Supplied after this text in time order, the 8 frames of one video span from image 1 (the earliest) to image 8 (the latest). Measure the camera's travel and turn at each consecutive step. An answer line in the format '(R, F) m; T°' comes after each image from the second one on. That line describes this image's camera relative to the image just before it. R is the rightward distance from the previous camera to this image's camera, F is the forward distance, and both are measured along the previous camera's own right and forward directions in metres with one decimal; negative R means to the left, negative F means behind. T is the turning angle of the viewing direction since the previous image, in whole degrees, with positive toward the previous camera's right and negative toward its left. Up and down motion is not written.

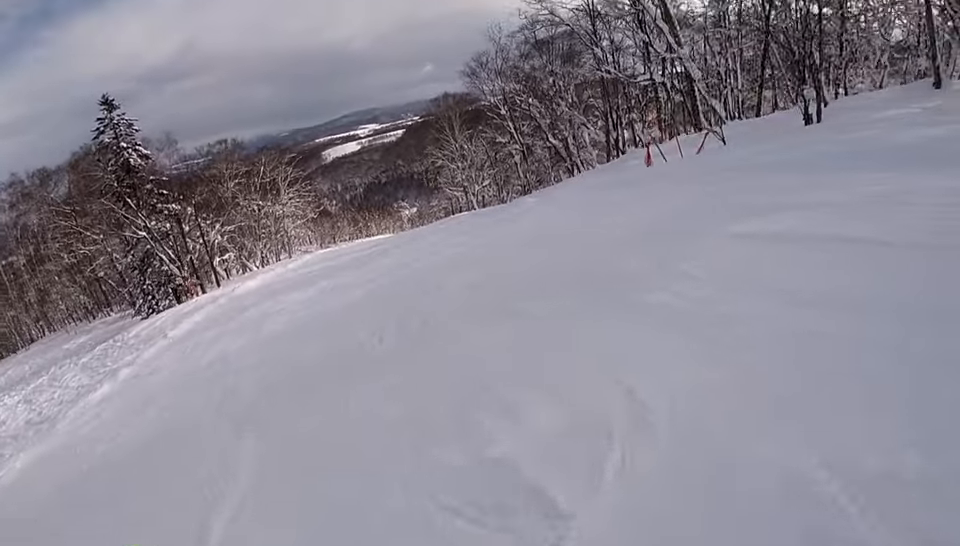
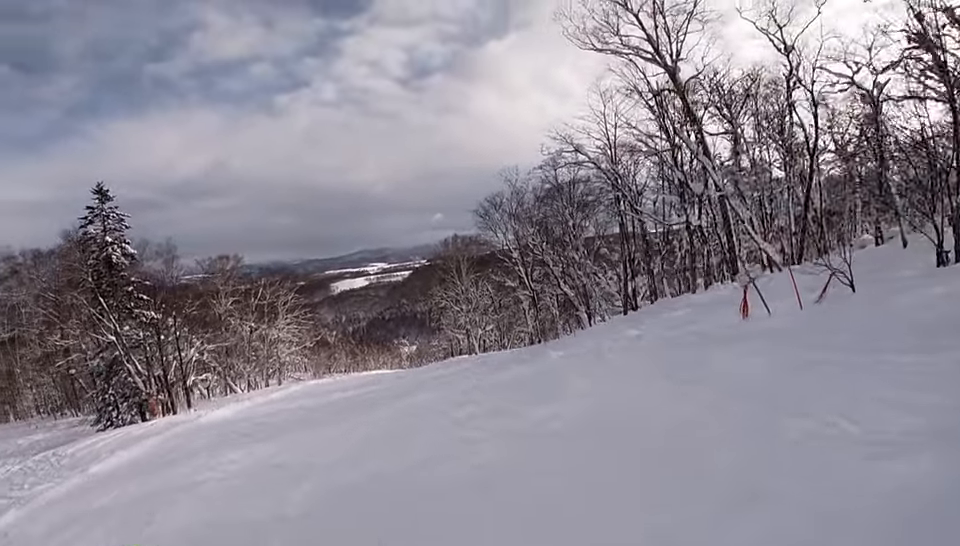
(+1.2, +5.2) m; +7°
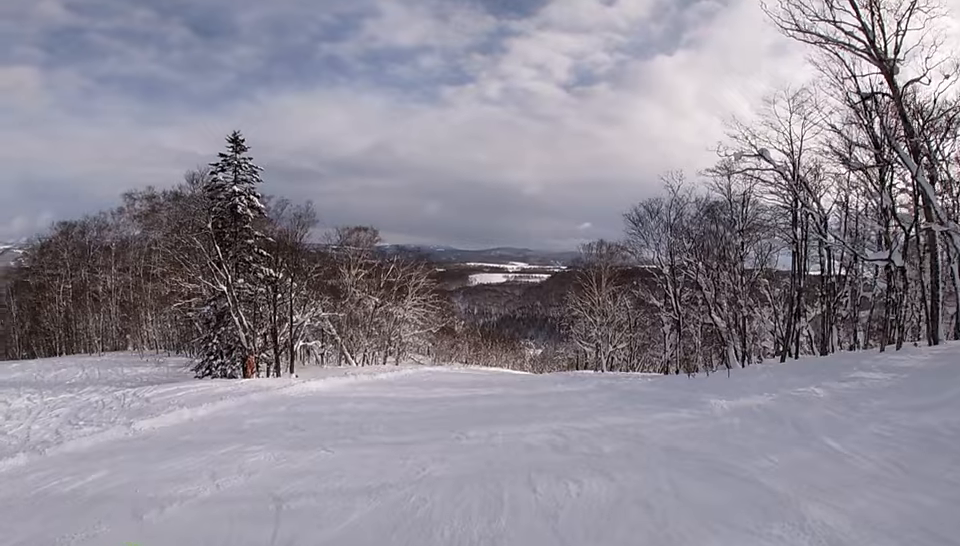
(0.0, +4.6) m; -11°
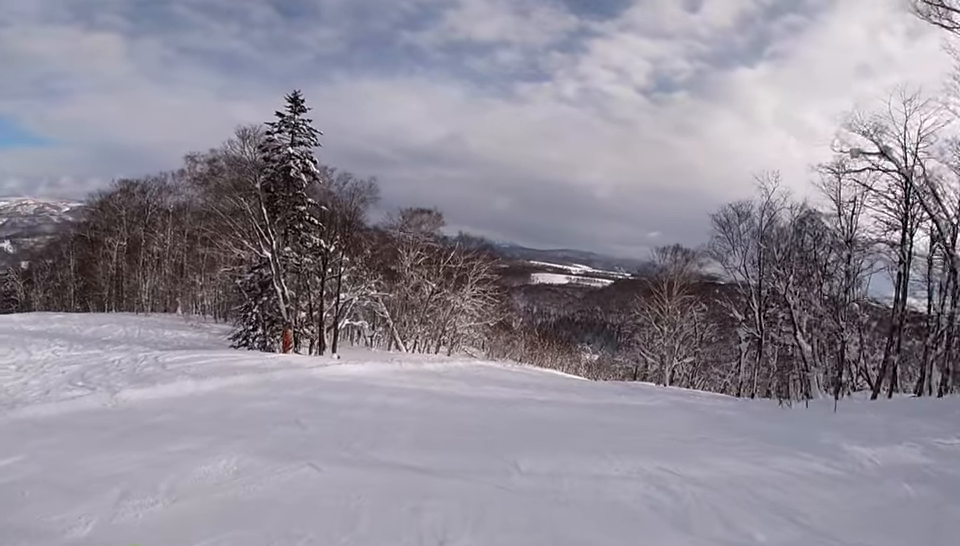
(-0.8, +3.5) m; -9°
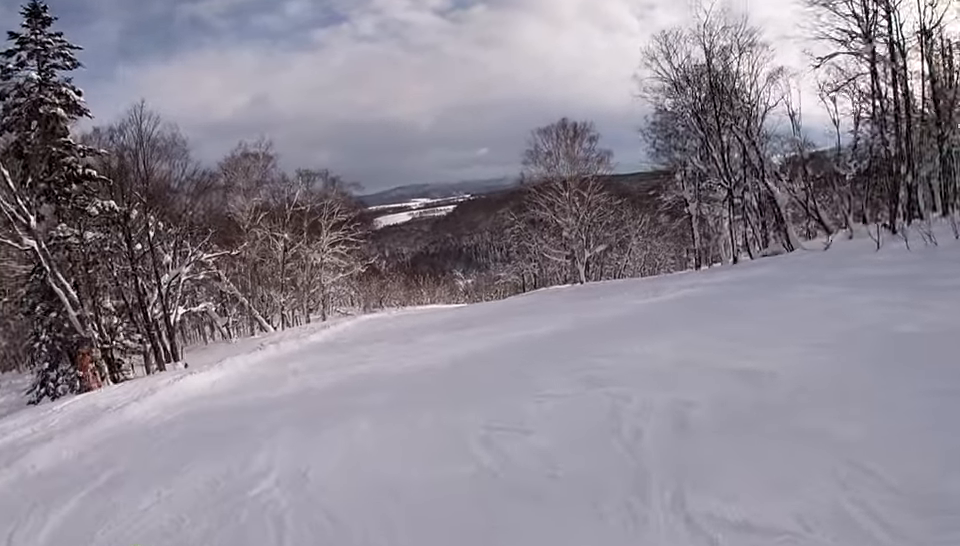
(+0.8, +9.7) m; +19°
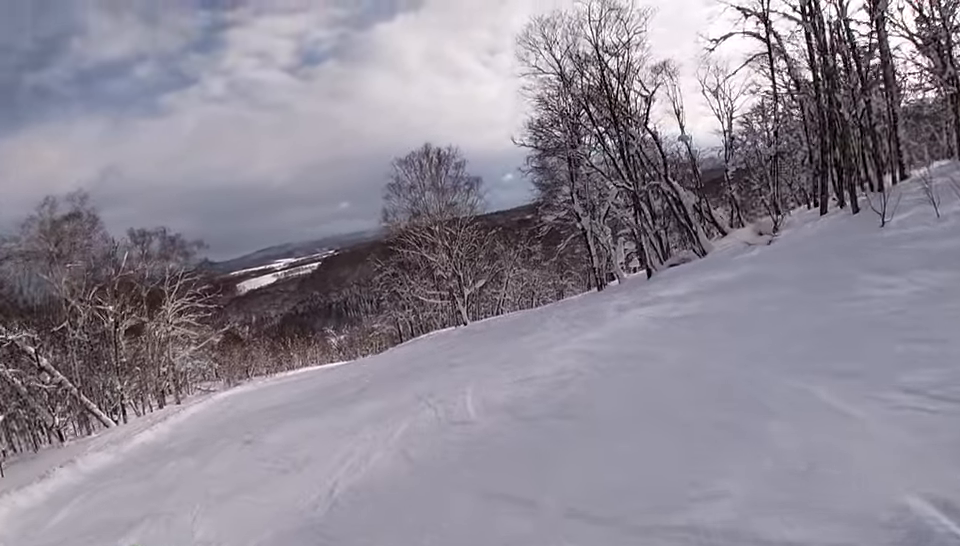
(+0.9, +5.7) m; +9°
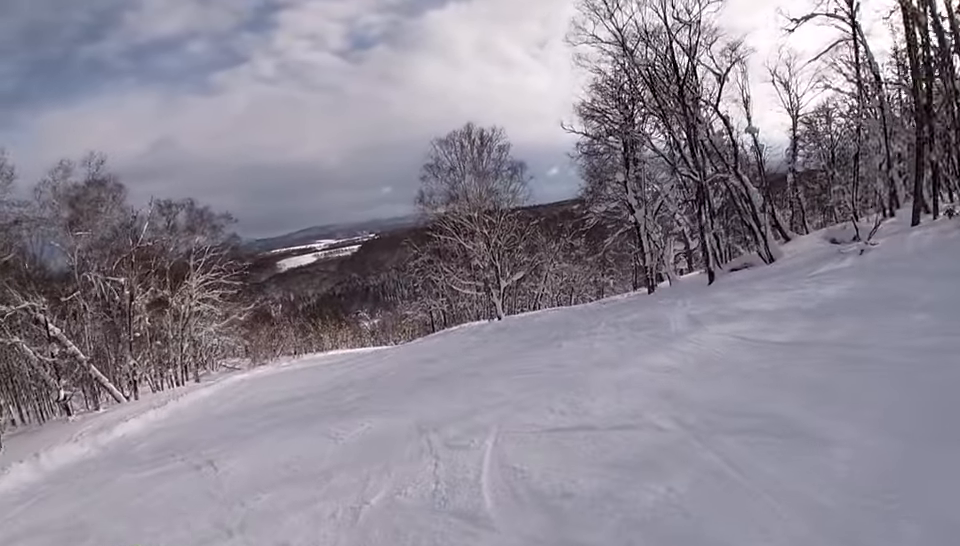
(+0.1, +2.8) m; -1°
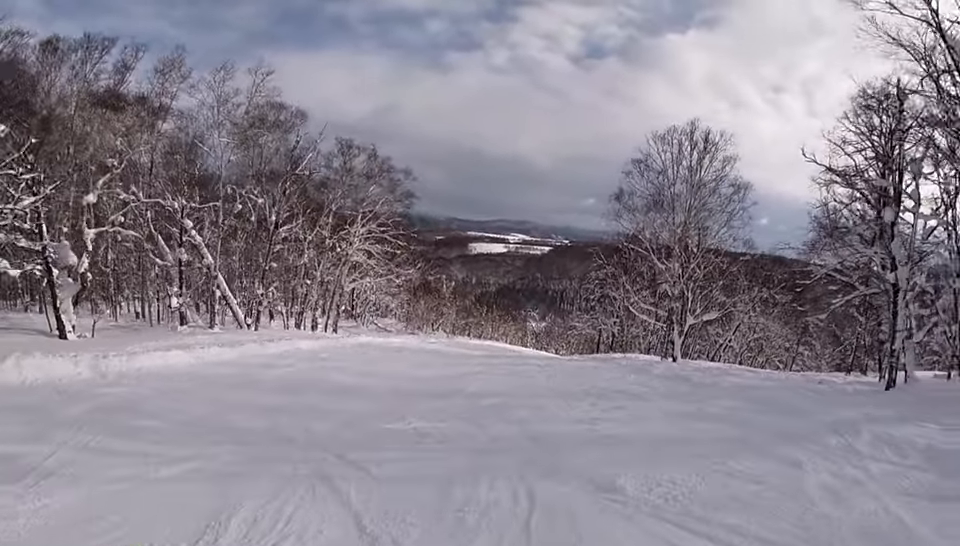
(-0.4, +5.9) m; -12°
